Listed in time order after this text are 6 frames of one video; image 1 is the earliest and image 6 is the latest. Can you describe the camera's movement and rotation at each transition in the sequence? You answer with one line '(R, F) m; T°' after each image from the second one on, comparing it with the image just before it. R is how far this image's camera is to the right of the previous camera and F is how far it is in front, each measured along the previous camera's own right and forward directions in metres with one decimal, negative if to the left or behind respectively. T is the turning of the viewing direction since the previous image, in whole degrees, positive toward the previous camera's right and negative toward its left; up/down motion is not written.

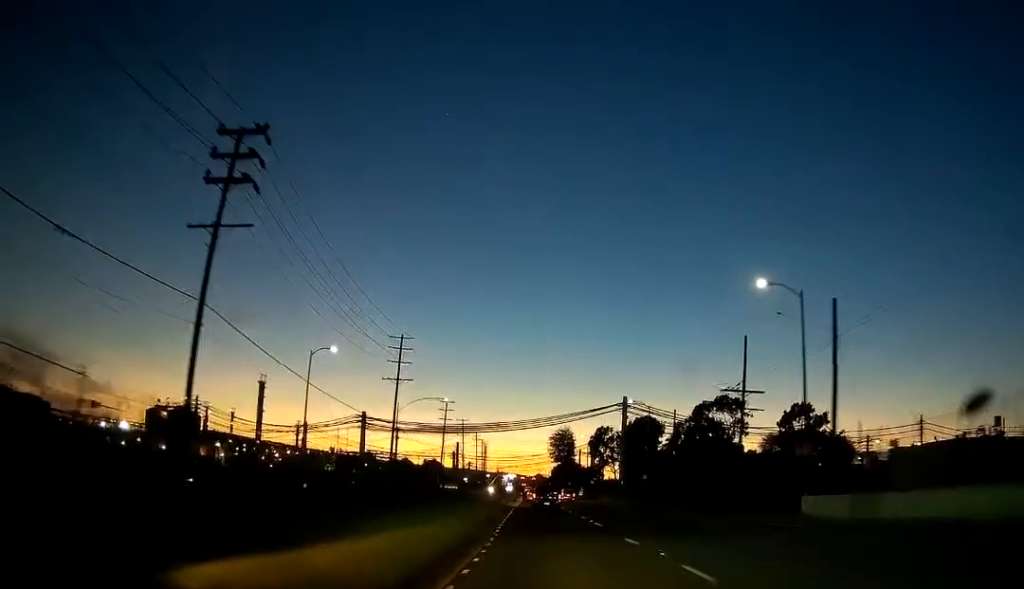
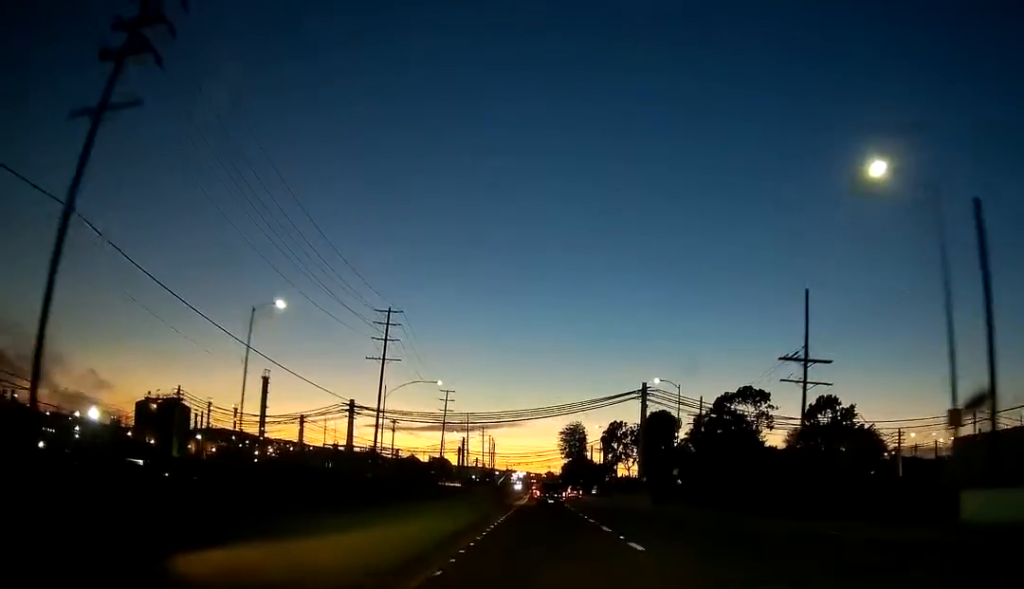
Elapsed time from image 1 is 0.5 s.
(+0.1, +11.3) m; -1°
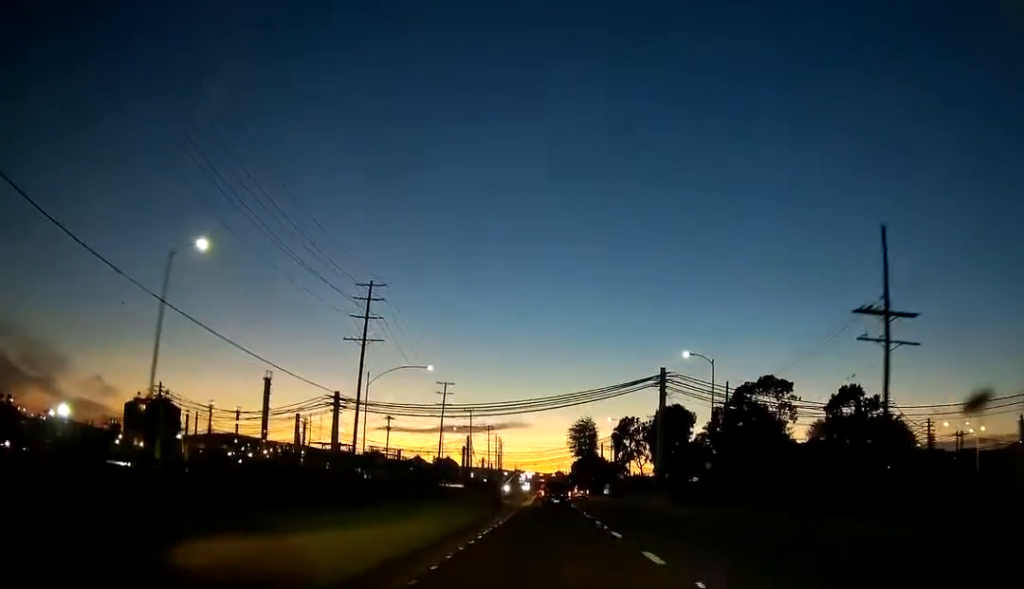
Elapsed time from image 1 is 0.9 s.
(-0.2, +9.8) m; -1°
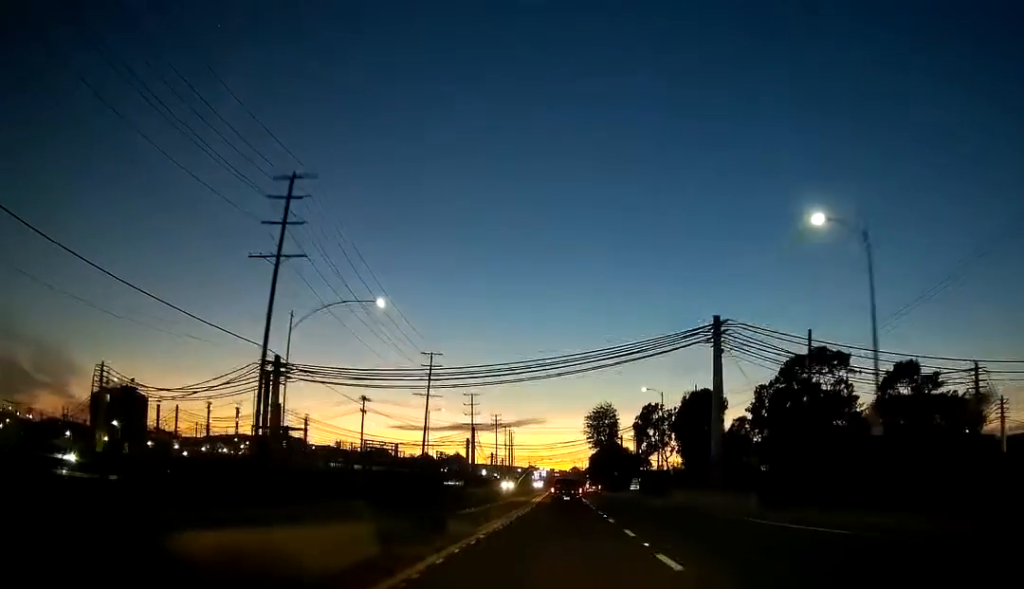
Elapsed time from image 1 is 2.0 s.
(-0.3, +23.3) m; -1°
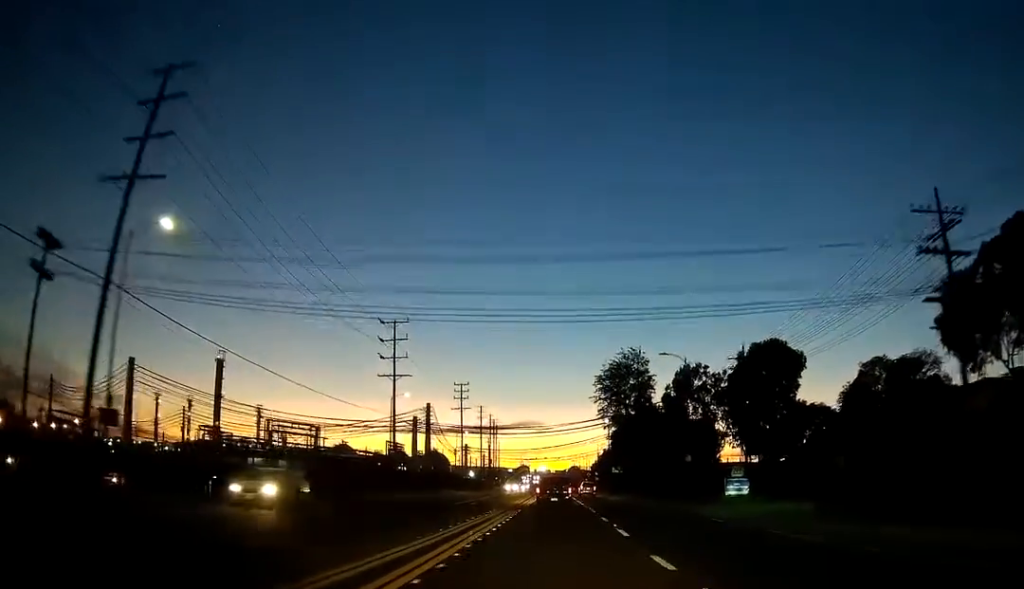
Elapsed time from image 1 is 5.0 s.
(-0.9, +66.4) m; 0°
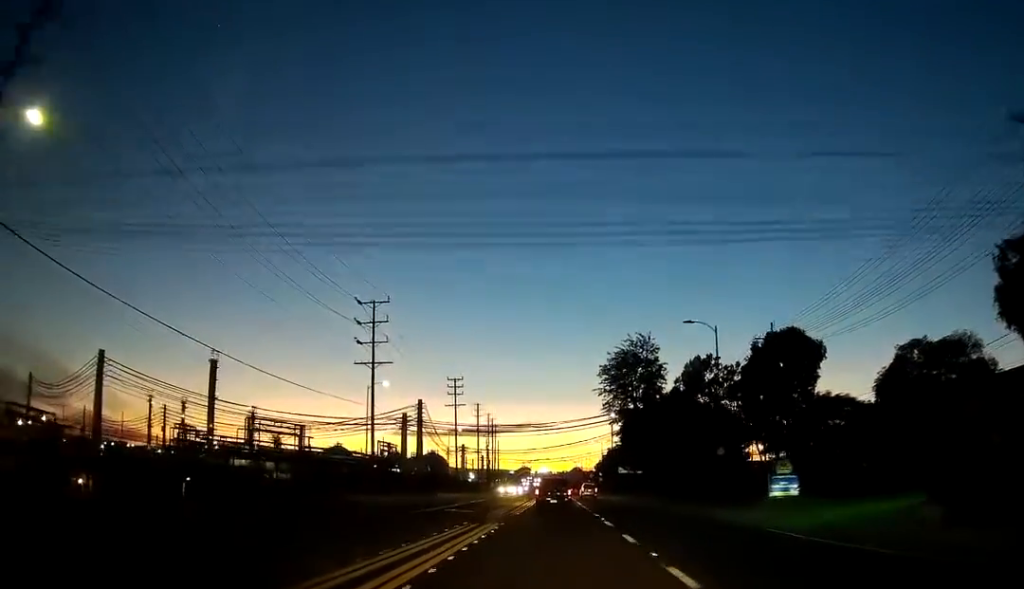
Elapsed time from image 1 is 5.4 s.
(0.0, +9.3) m; 0°
